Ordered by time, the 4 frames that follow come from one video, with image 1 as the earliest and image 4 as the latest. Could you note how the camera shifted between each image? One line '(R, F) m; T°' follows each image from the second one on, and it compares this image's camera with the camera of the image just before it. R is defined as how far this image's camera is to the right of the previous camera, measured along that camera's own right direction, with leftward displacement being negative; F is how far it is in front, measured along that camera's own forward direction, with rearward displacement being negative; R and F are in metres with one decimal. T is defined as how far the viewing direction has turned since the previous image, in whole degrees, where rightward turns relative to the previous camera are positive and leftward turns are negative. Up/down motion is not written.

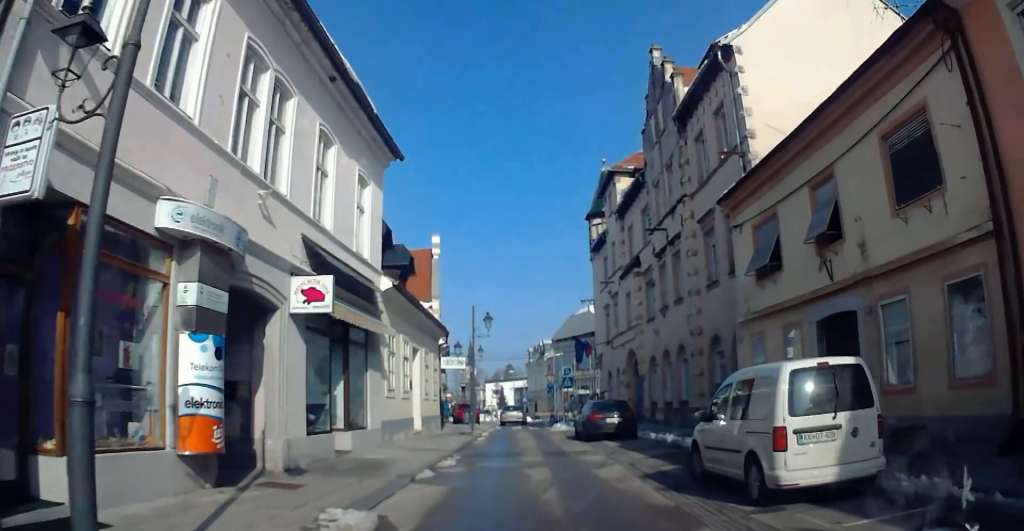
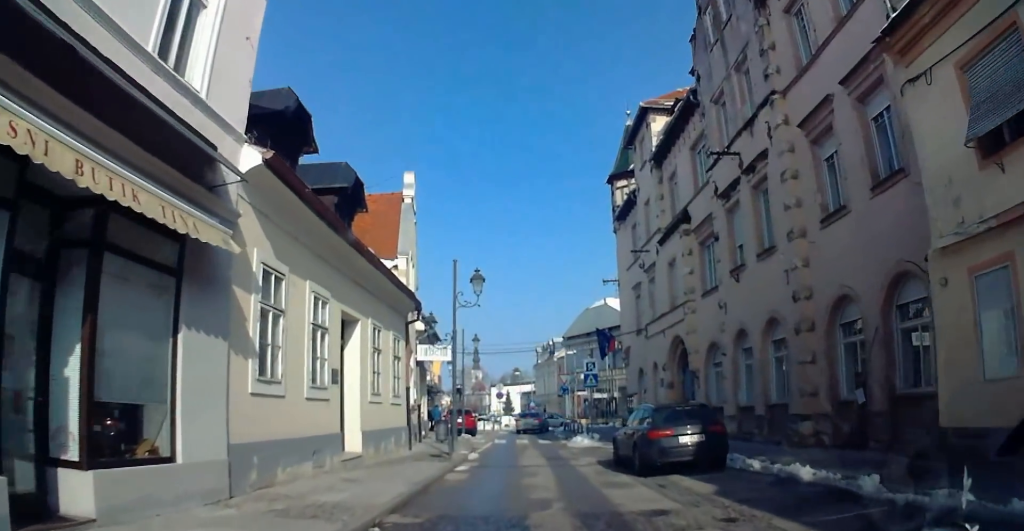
(+0.1, +10.2) m; -2°
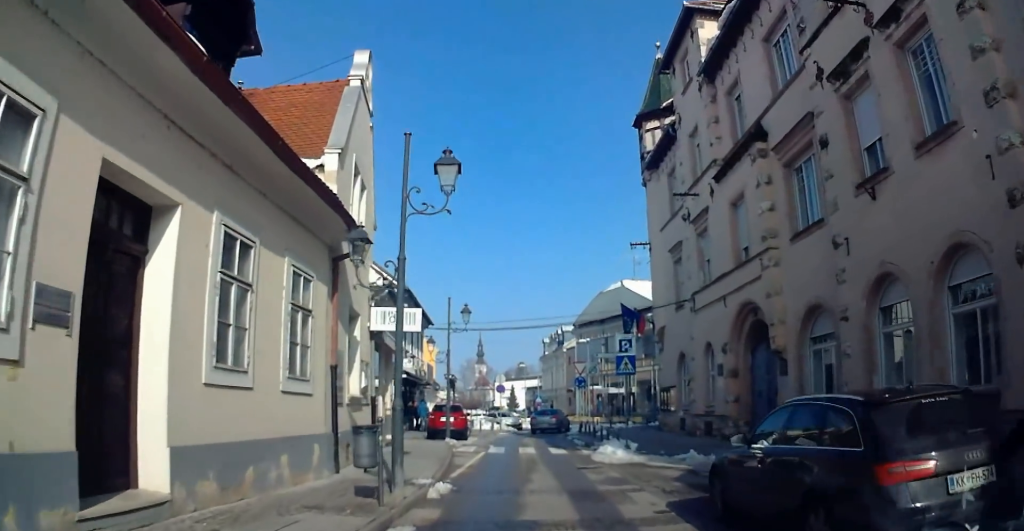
(-0.2, +9.5) m; +1°
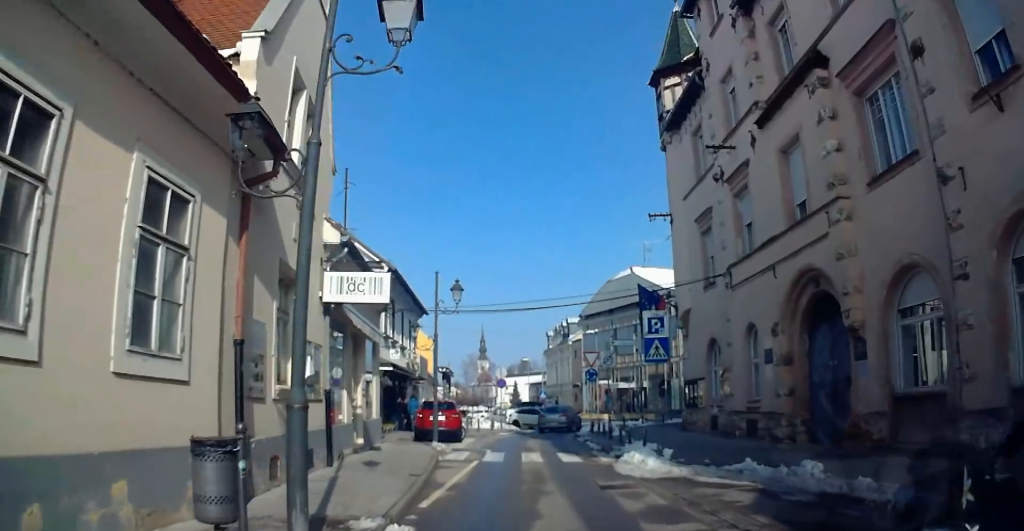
(+0.2, +4.8) m; +2°
